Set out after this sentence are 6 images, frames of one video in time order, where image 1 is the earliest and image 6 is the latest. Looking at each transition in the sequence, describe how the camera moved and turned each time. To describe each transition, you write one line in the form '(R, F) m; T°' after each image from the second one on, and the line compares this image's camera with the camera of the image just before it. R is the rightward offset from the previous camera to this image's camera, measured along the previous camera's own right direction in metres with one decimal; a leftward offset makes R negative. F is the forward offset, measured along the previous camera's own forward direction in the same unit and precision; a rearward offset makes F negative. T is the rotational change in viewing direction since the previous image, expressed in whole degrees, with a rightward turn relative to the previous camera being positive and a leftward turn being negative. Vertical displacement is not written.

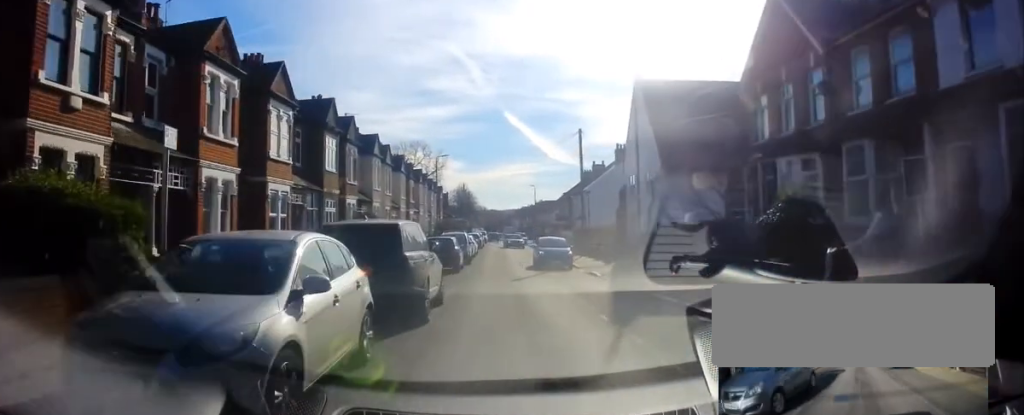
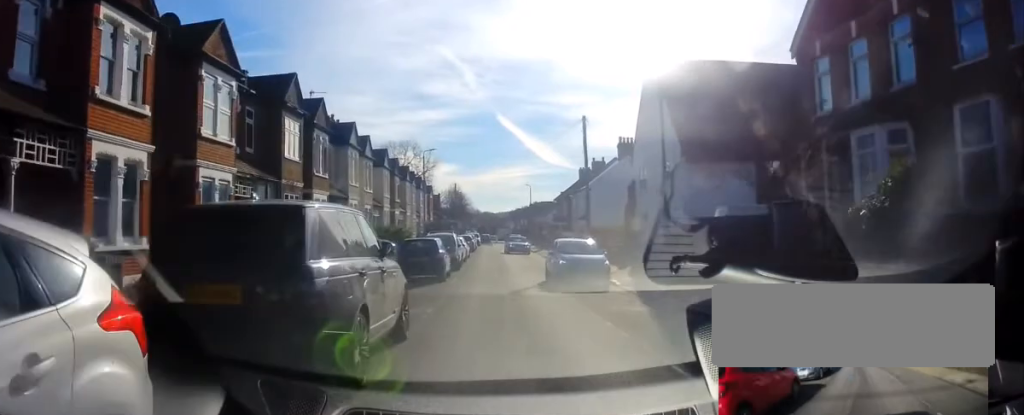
(-0.3, +4.6) m; +1°
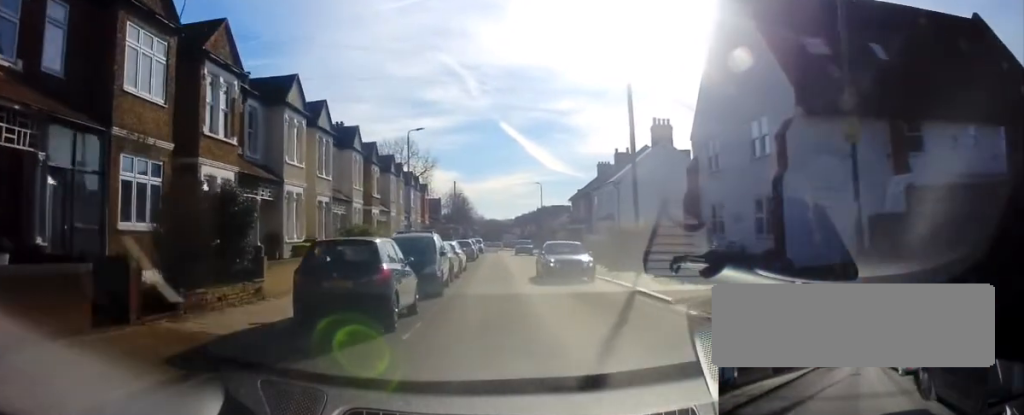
(+0.8, +10.8) m; +2°
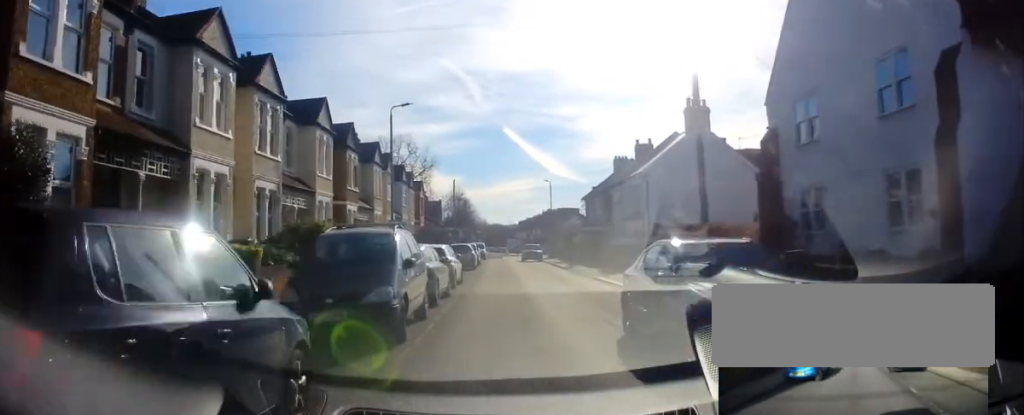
(-0.1, +7.6) m; 0°
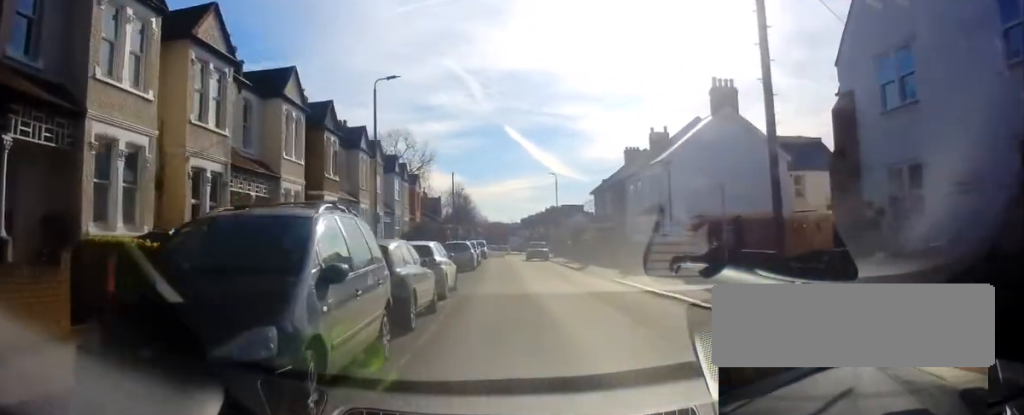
(+0.1, +4.6) m; 0°
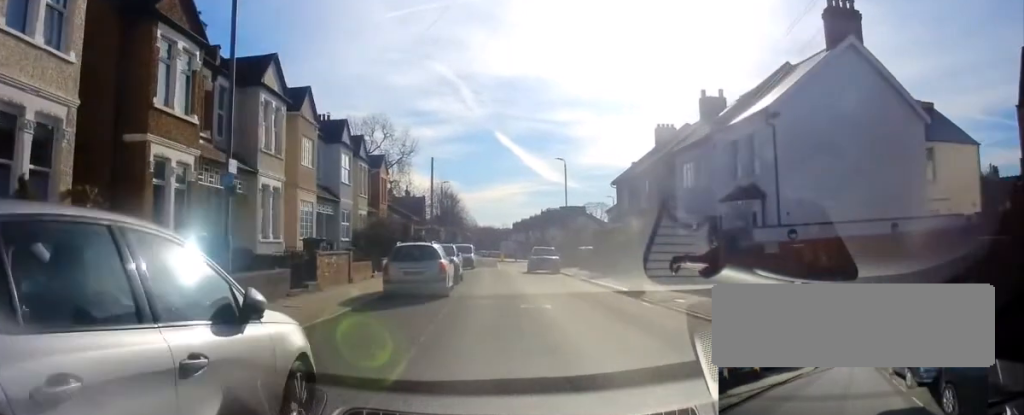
(-0.4, +13.9) m; -3°
